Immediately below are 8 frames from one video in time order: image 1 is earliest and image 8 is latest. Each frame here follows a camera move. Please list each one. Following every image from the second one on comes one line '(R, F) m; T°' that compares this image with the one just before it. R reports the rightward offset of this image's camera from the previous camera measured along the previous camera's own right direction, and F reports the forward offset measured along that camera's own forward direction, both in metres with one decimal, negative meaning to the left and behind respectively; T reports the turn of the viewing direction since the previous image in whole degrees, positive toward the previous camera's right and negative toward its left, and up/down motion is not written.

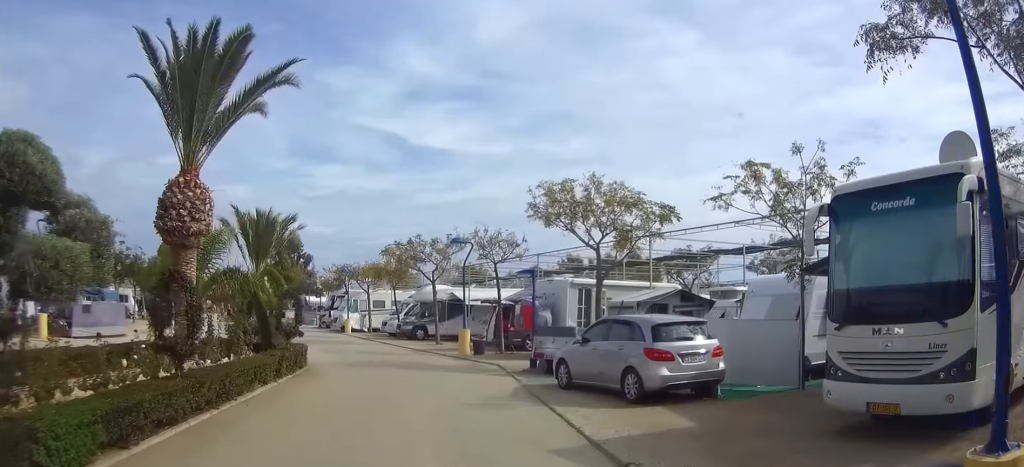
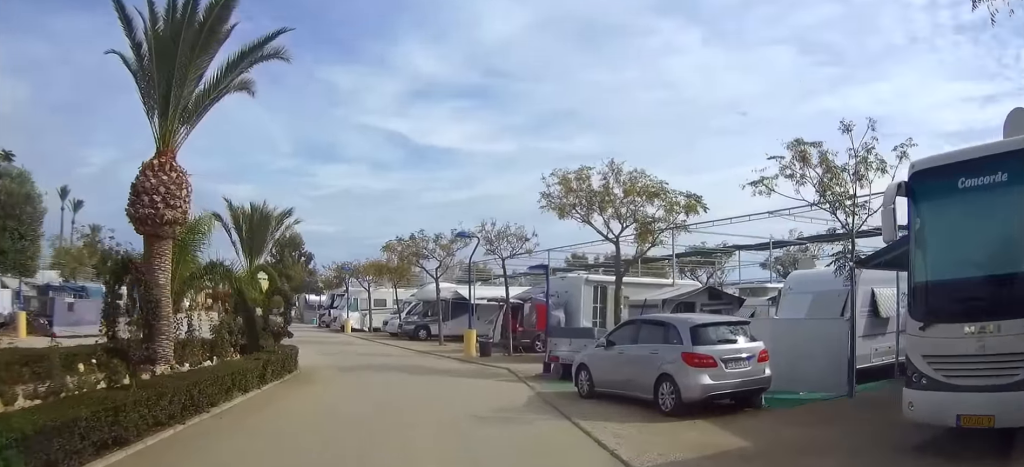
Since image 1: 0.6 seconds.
(-0.2, +1.7) m; -3°
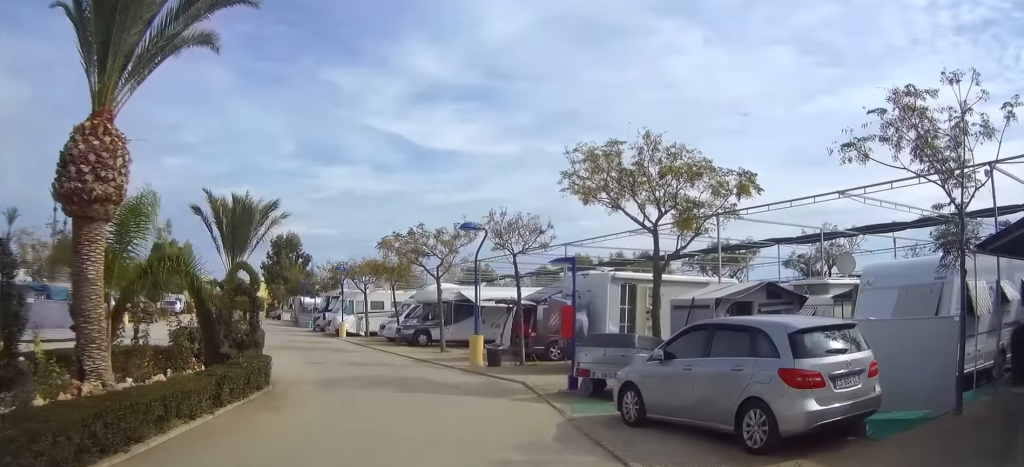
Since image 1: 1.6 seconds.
(-0.1, +3.2) m; +3°
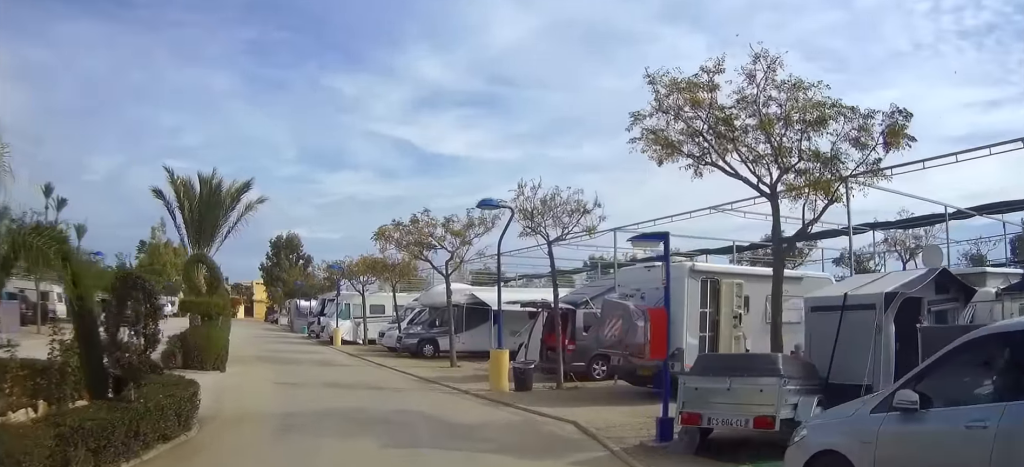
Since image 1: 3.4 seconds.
(+0.3, +5.3) m; -7°
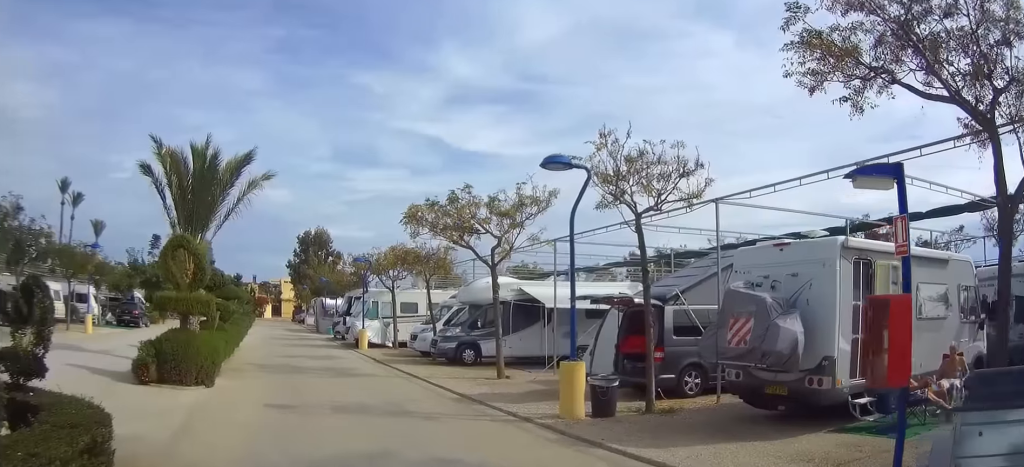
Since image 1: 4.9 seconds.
(-0.8, +4.2) m; -9°
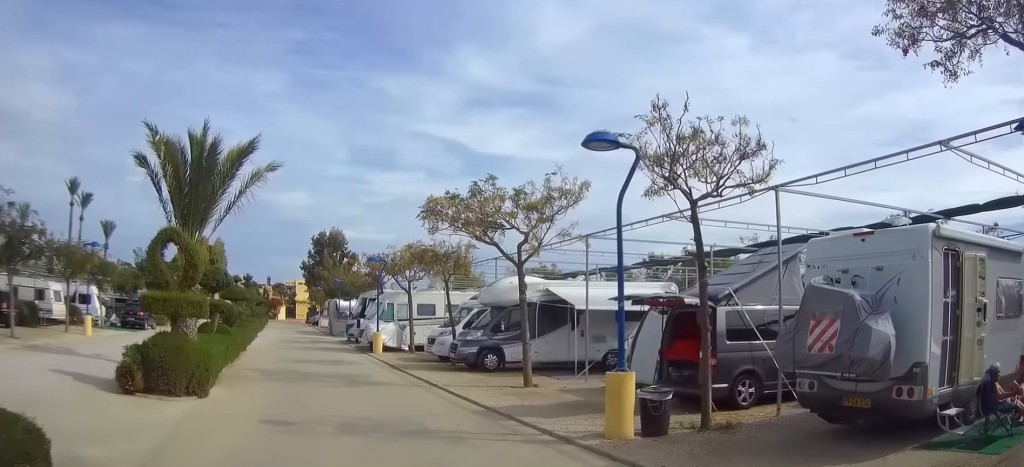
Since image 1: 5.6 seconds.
(0.0, +1.7) m; +3°
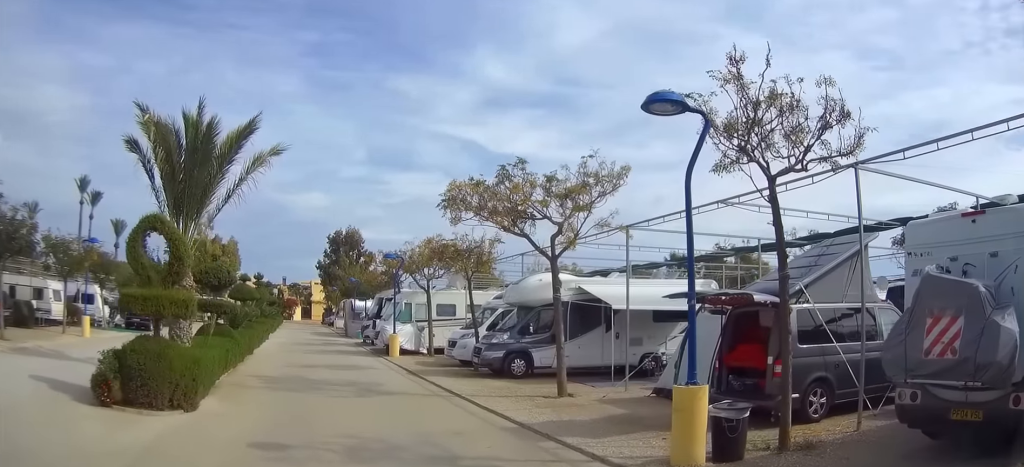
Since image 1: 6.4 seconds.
(+0.1, +1.8) m; +4°
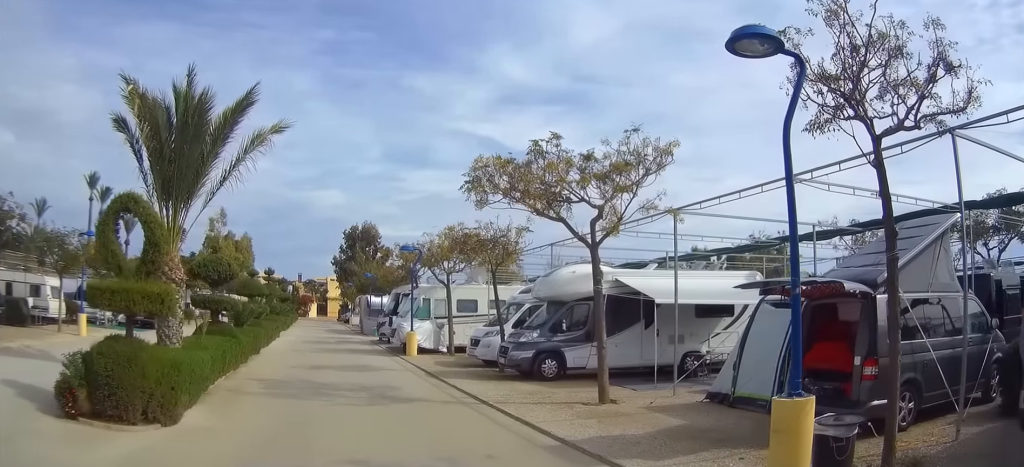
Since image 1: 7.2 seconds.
(+0.1, +1.8) m; 0°
